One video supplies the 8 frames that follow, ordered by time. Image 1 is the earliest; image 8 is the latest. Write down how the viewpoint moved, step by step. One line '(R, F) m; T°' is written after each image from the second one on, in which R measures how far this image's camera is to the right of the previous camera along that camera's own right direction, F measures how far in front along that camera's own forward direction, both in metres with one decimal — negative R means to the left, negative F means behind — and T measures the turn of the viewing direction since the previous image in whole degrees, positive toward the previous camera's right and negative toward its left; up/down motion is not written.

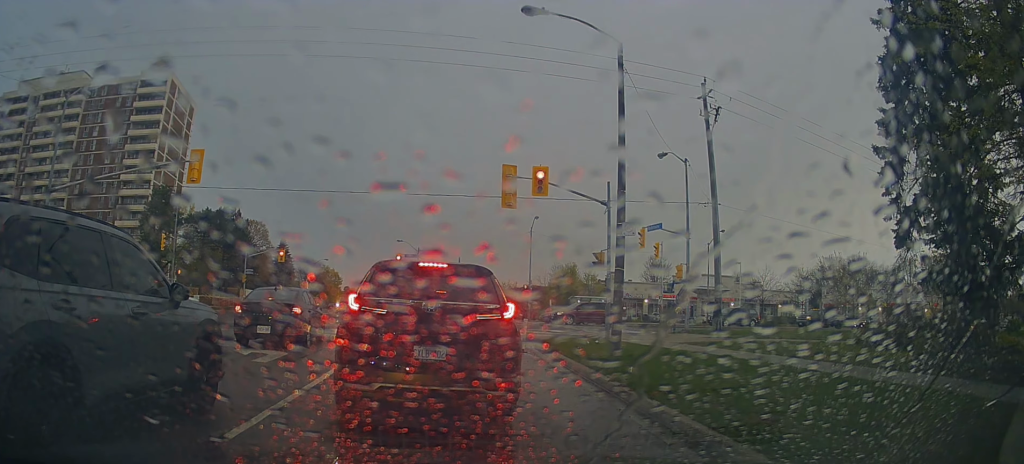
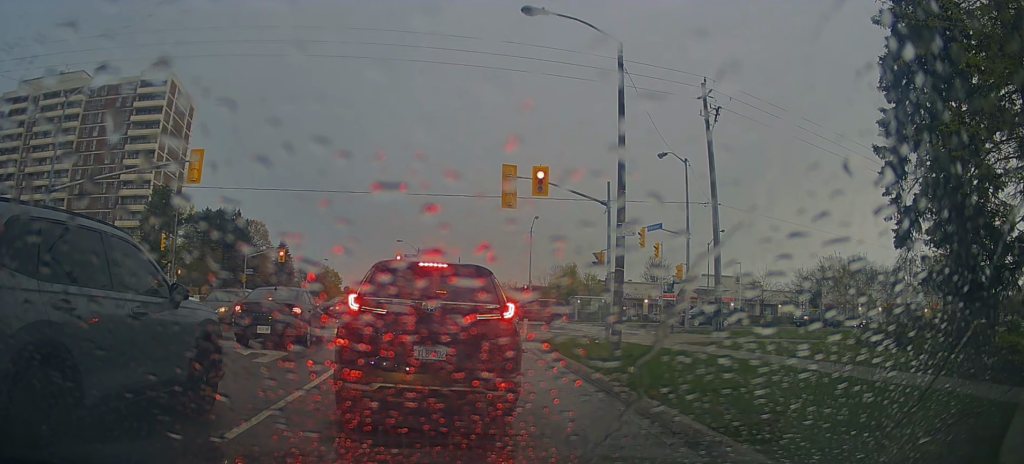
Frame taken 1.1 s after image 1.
(0.0, +0.2) m; 0°
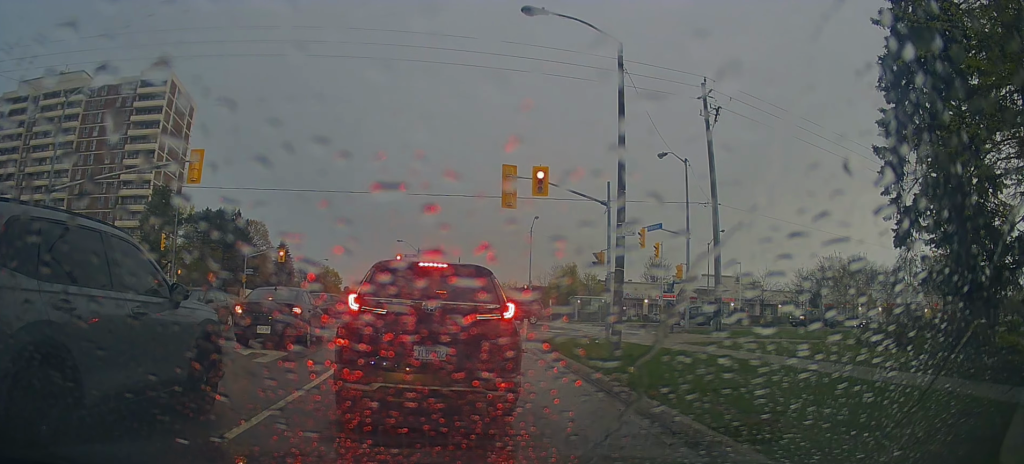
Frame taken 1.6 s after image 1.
(0.0, 0.0) m; 0°
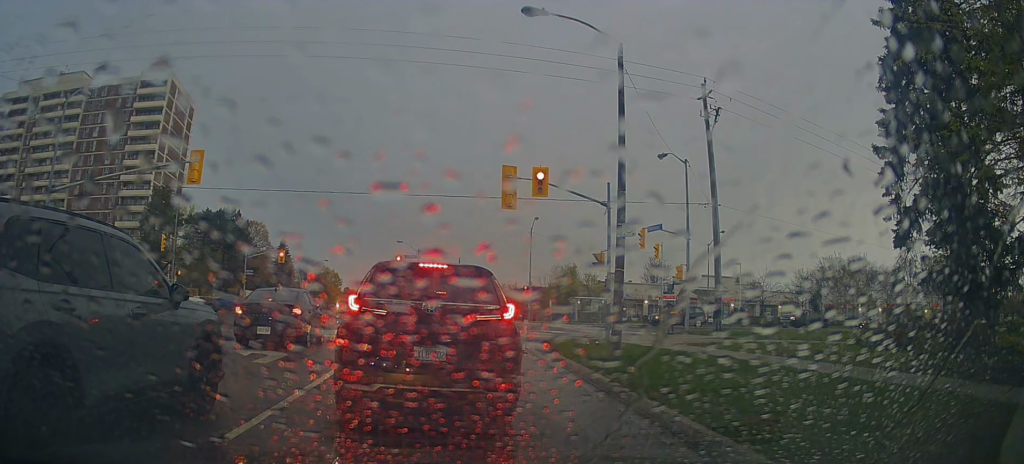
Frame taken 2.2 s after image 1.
(0.0, 0.0) m; 0°
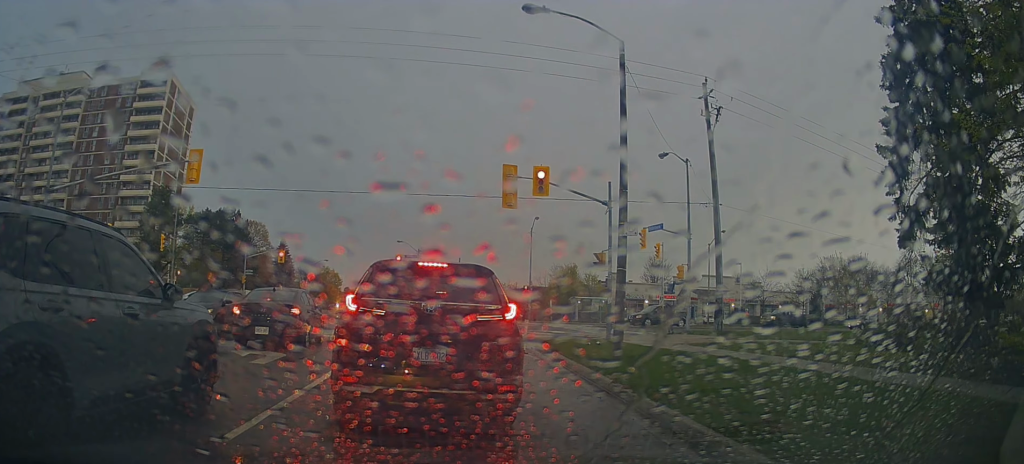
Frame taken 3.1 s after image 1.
(0.0, 0.0) m; 0°
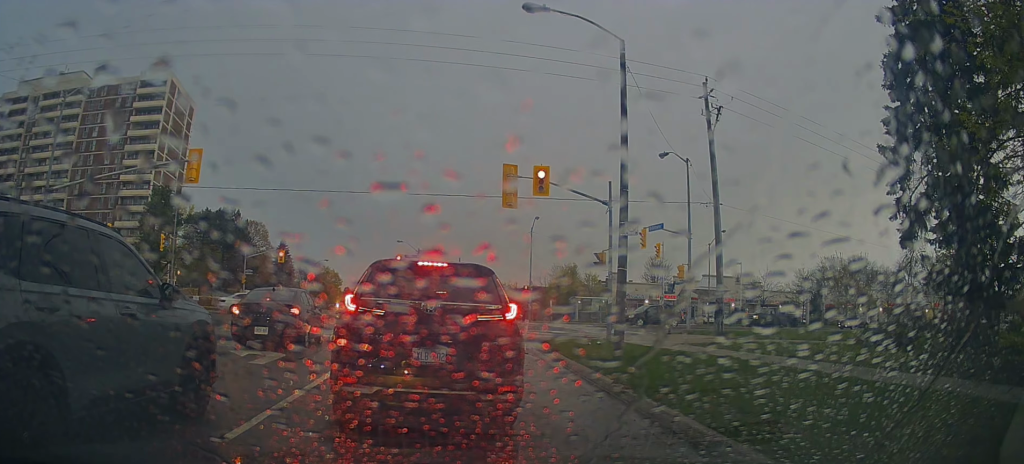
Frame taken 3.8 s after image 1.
(0.0, 0.0) m; 0°
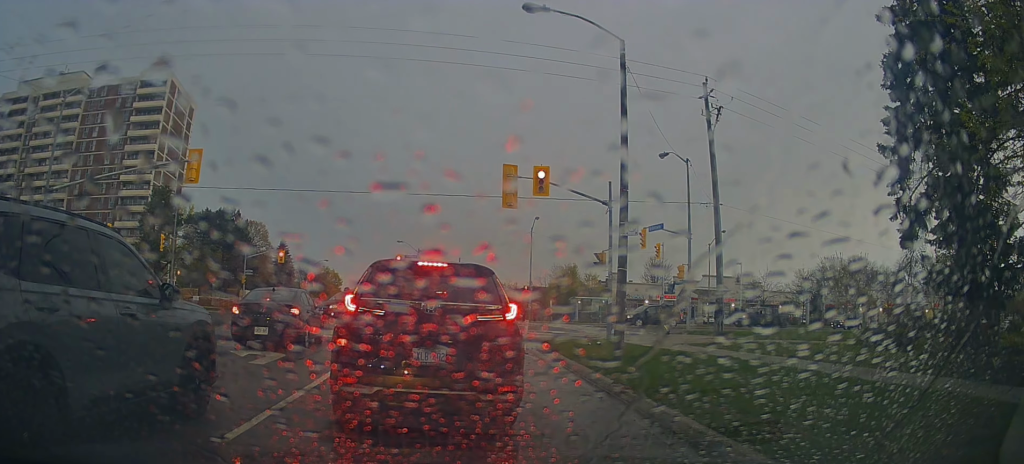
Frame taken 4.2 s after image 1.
(0.0, 0.0) m; 0°
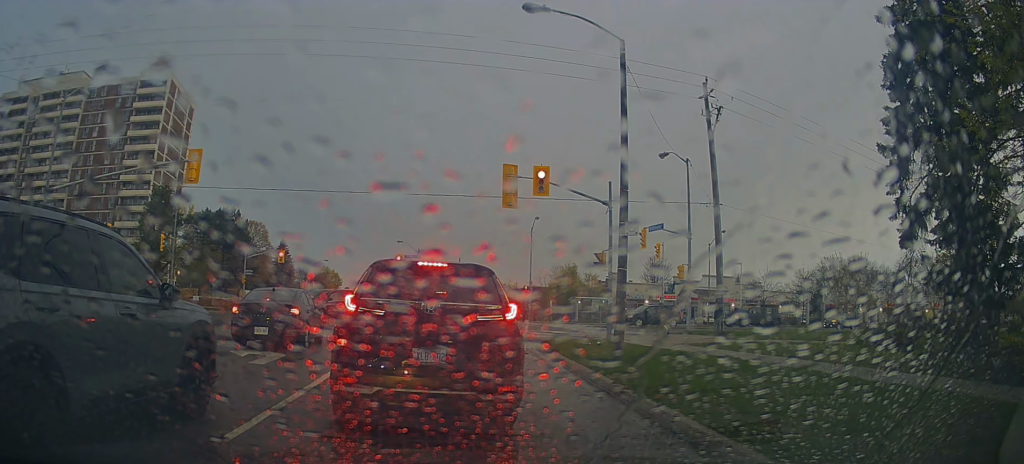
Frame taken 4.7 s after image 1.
(0.0, 0.0) m; 0°
